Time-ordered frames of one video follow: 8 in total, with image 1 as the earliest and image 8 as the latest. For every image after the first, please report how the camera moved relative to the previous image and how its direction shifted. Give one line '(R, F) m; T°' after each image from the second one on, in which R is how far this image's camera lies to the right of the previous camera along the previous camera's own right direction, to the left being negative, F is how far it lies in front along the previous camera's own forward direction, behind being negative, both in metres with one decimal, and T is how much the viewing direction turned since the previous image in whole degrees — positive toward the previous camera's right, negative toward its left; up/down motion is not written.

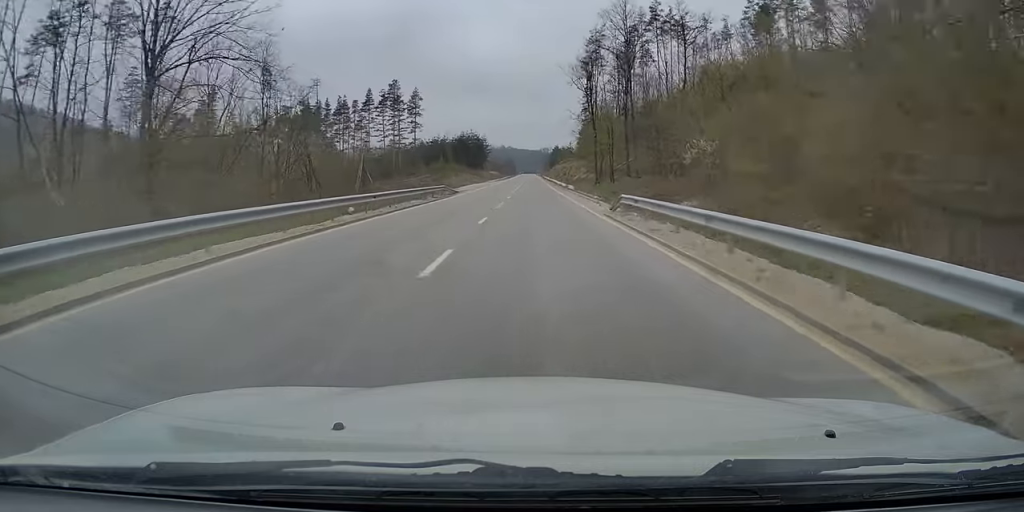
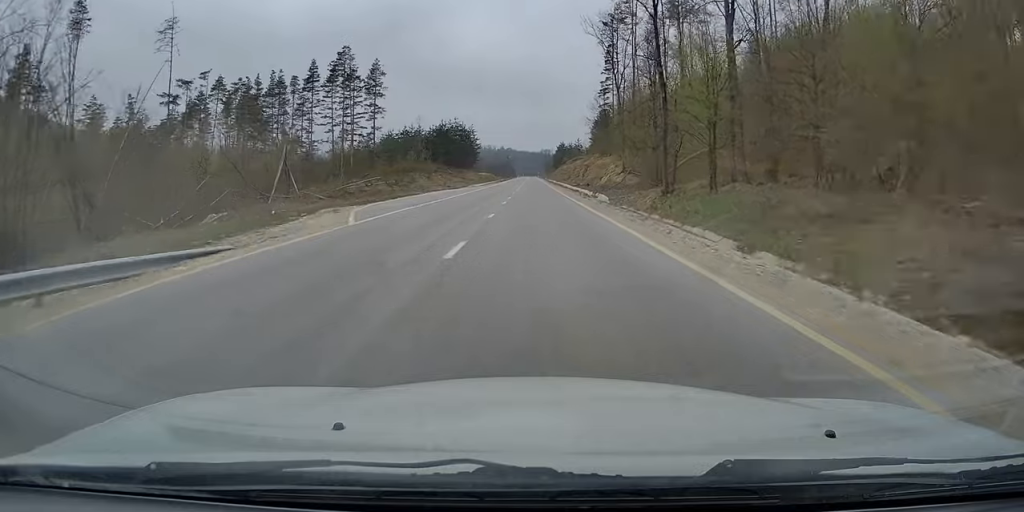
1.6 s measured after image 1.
(-0.3, +42.7) m; 0°
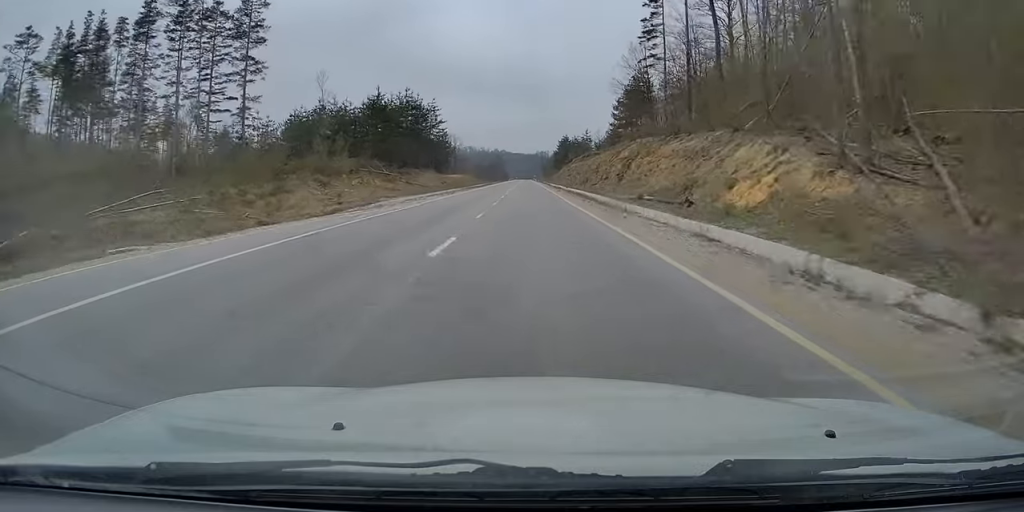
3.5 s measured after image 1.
(+0.3, +53.3) m; 0°
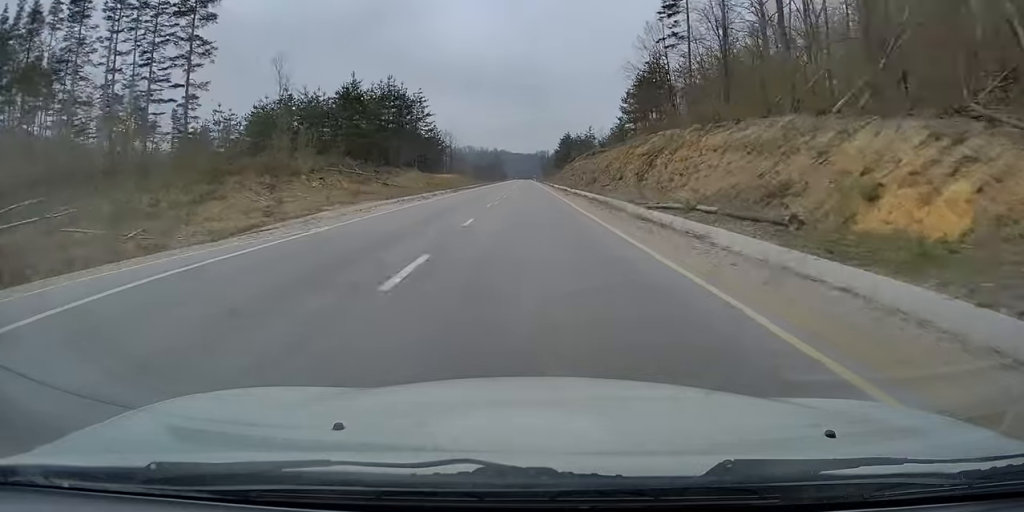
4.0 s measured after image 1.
(0.0, +11.7) m; 0°
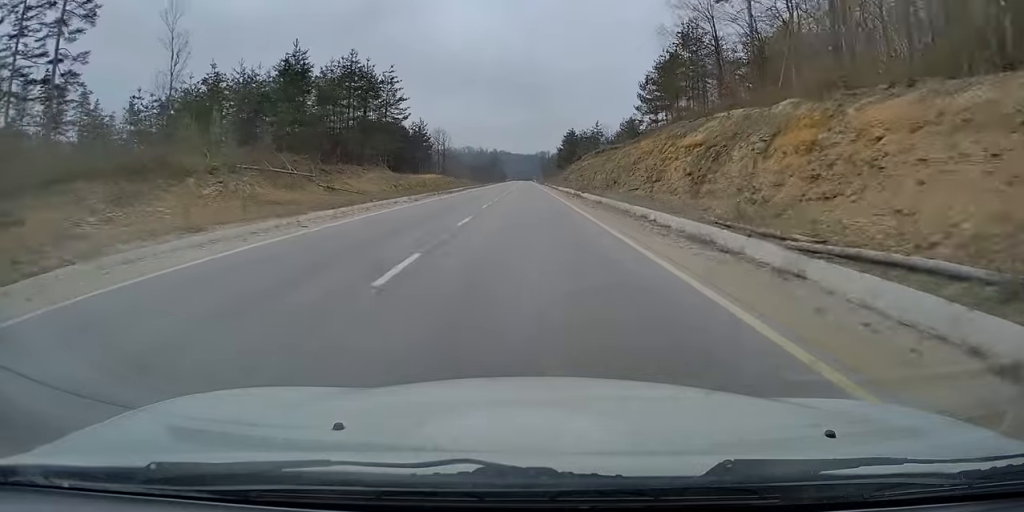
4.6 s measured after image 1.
(0.0, +17.9) m; 0°
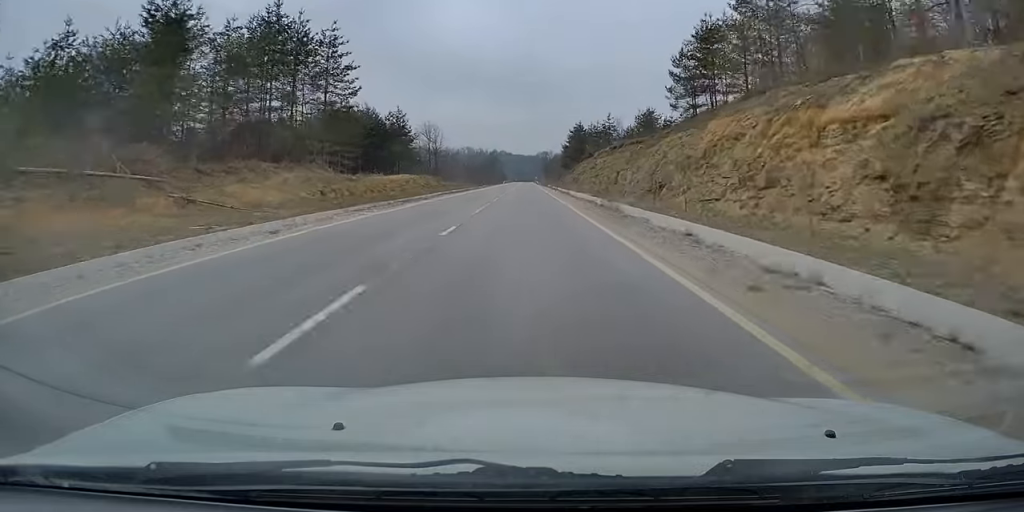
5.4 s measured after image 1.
(0.0, +20.4) m; 0°
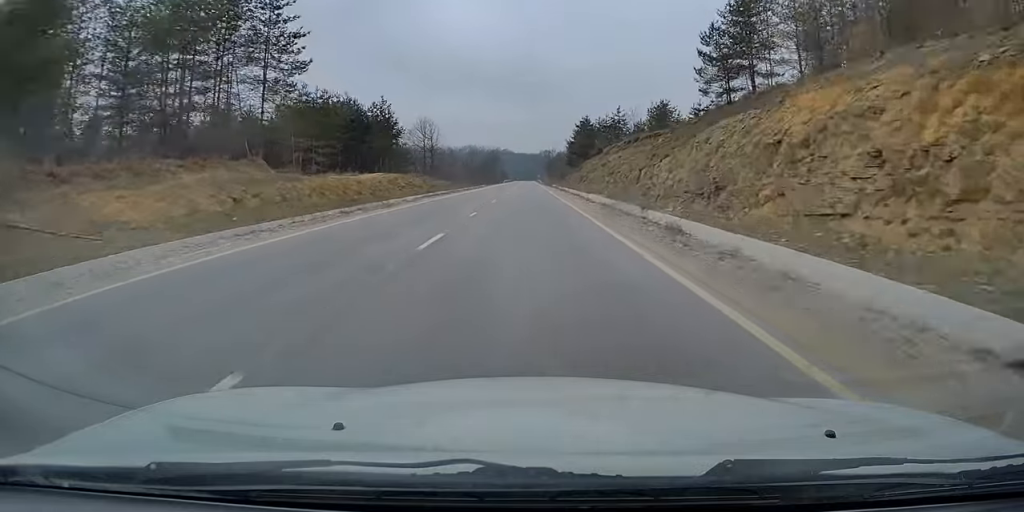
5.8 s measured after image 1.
(+0.1, +11.5) m; 0°
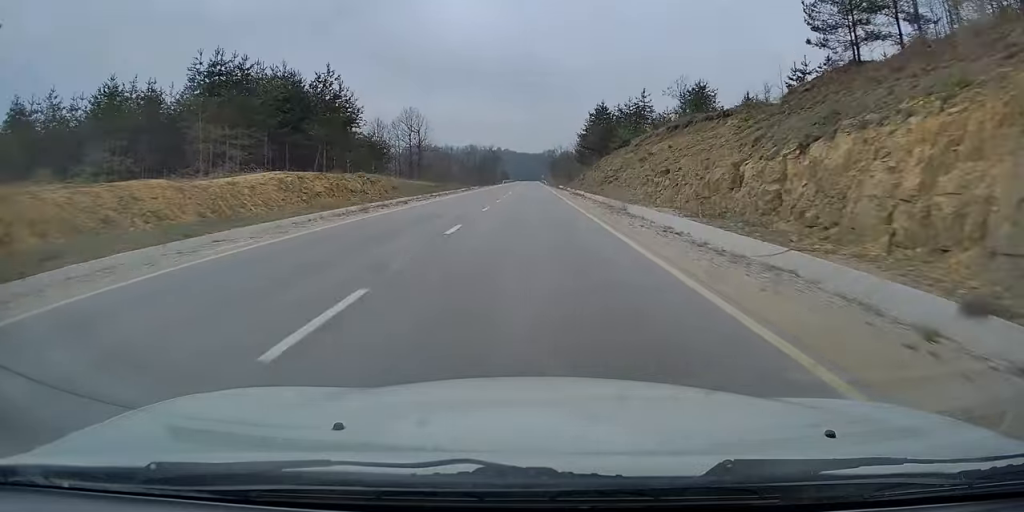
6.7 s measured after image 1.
(-0.3, +23.7) m; 0°
